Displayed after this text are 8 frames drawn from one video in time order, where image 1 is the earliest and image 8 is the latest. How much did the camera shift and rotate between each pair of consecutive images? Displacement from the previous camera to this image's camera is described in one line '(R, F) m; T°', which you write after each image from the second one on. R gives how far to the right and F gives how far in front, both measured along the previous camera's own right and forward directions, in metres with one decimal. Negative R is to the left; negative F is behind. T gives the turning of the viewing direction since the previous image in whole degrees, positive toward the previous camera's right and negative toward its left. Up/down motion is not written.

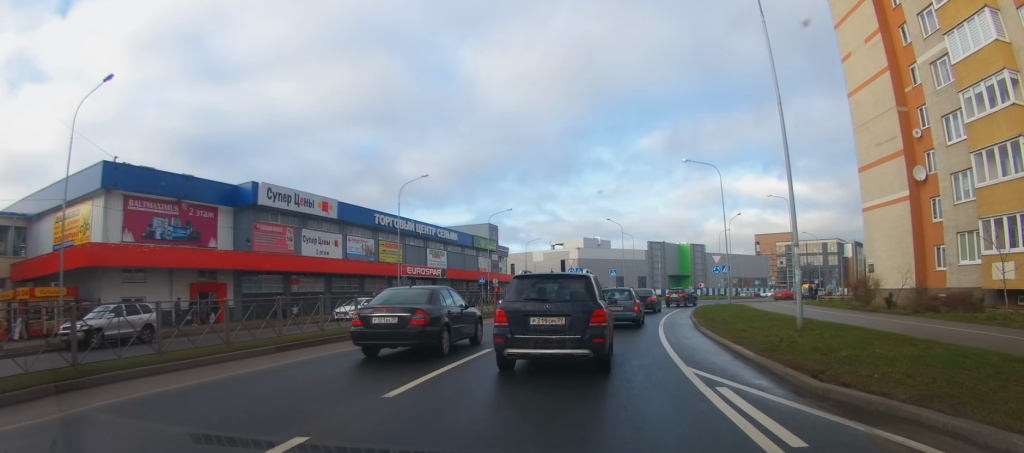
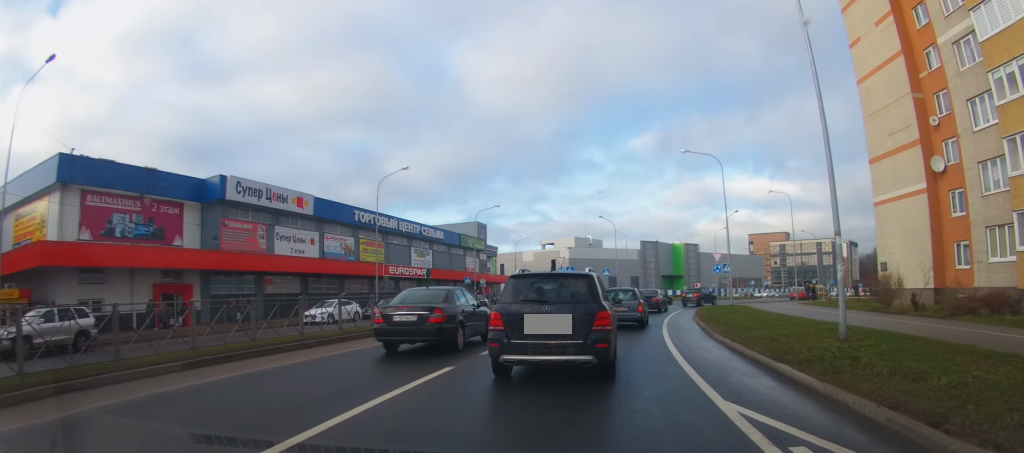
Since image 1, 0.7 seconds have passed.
(0.0, +3.0) m; +2°
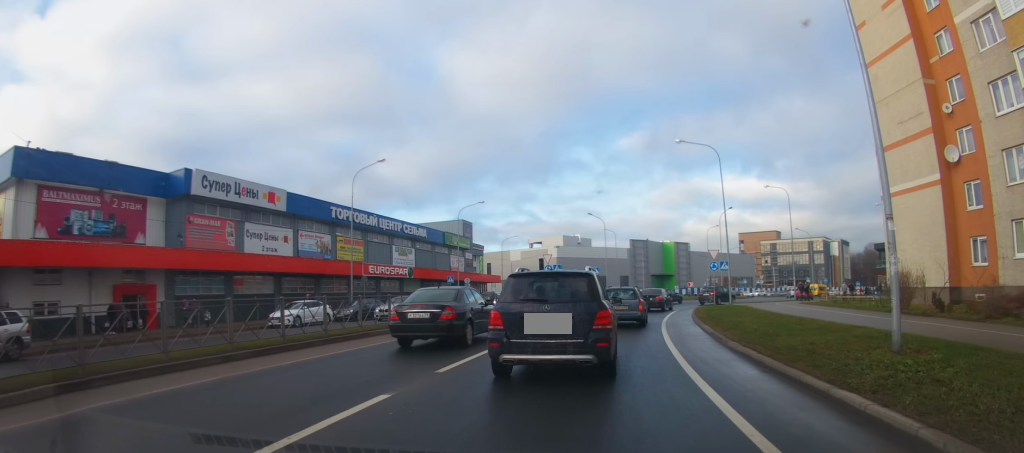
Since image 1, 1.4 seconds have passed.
(0.0, +2.6) m; +3°
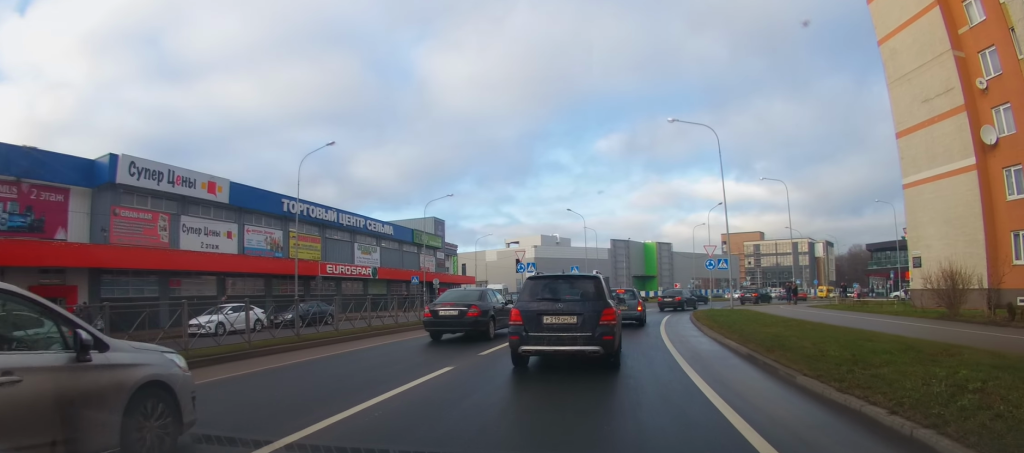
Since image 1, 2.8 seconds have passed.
(+0.3, +5.4) m; +5°
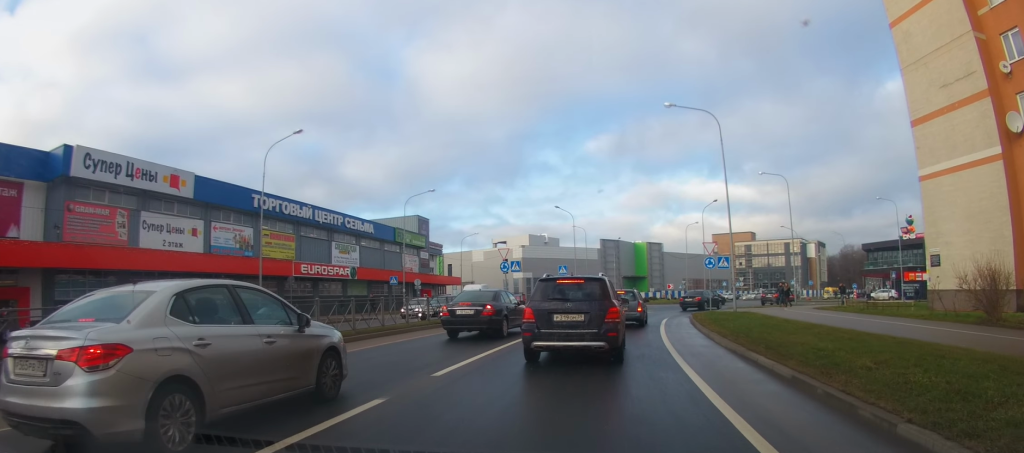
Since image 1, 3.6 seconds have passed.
(+0.1, +3.2) m; +2°
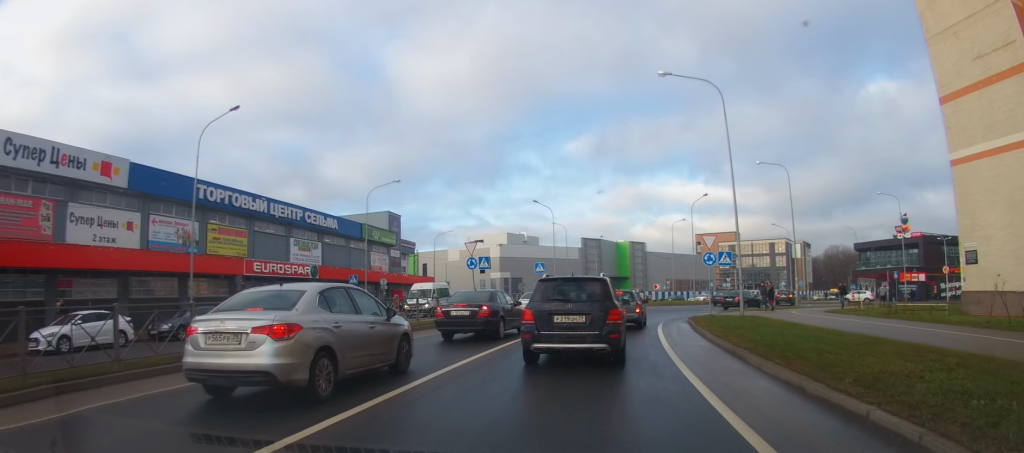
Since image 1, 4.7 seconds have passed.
(0.0, +4.4) m; +1°
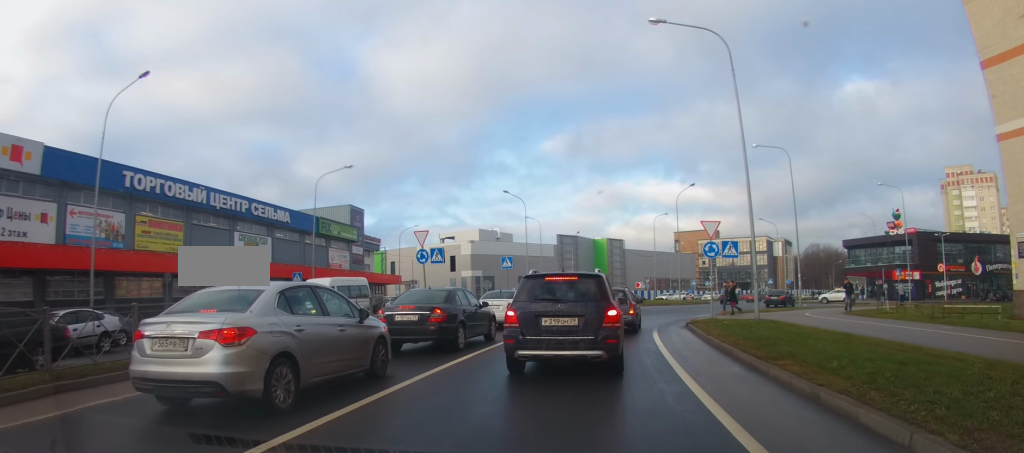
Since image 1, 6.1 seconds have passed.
(+0.1, +5.0) m; +3°
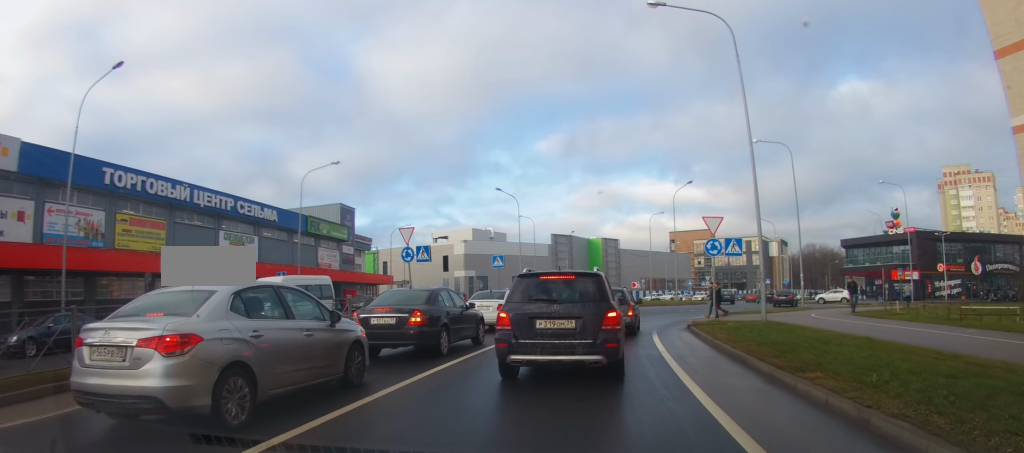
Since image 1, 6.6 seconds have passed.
(0.0, +1.4) m; +2°
